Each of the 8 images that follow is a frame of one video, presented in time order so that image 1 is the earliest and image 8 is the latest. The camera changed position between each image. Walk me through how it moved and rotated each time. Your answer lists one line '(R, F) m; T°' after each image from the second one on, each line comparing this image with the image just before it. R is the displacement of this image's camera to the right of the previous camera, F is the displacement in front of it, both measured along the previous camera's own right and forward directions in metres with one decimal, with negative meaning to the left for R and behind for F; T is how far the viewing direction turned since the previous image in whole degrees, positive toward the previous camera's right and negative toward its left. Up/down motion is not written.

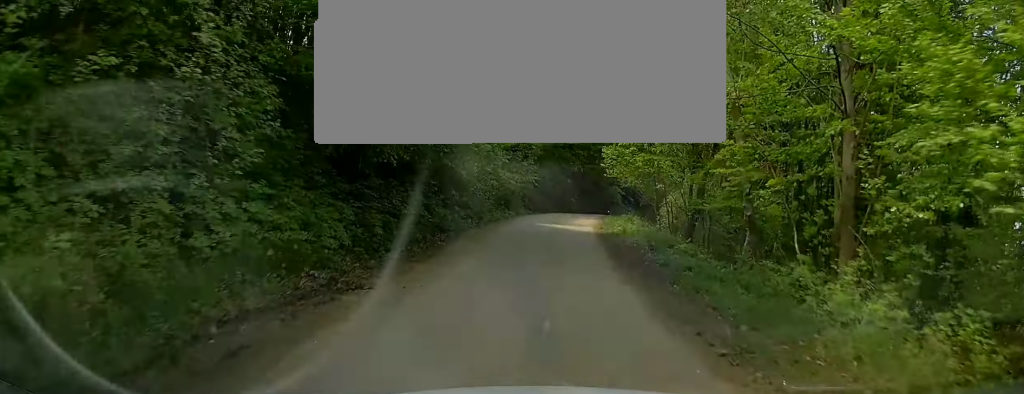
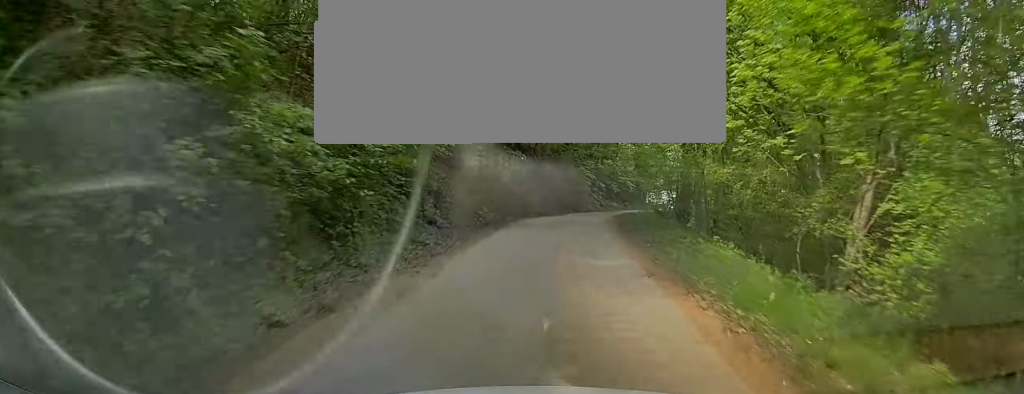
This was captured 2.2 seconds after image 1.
(+1.2, +21.8) m; +8°
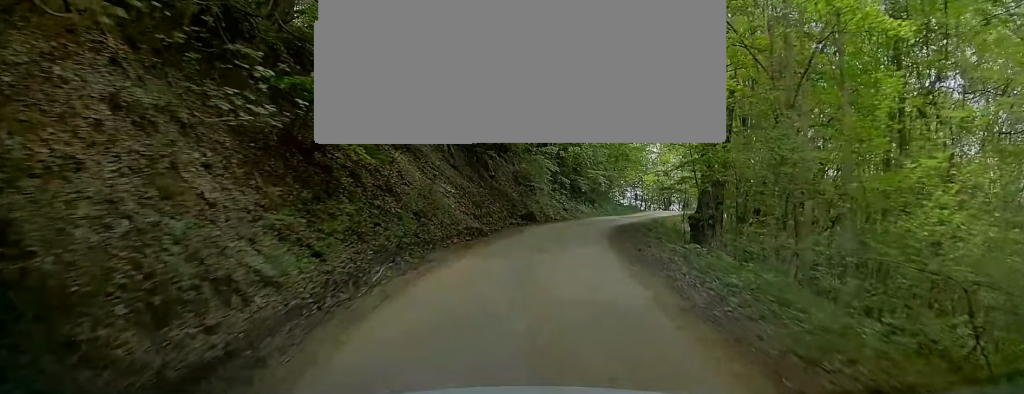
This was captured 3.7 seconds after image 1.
(+0.6, +14.5) m; +2°
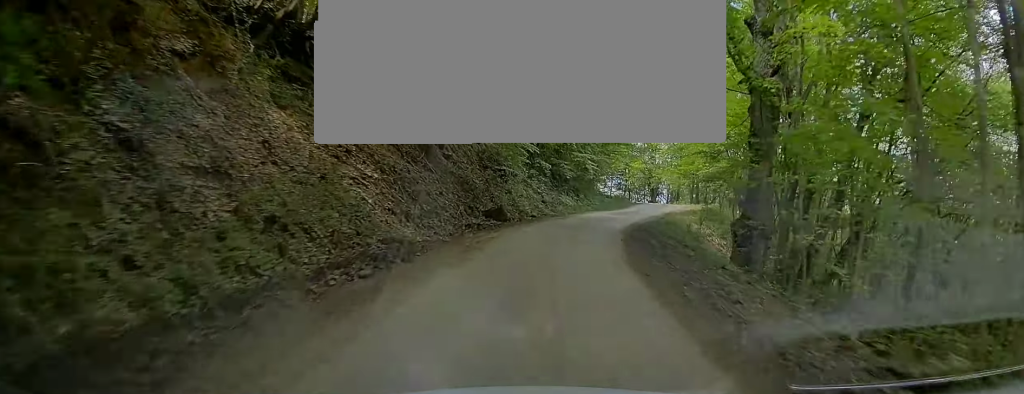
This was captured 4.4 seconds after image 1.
(0.0, +7.9) m; +1°
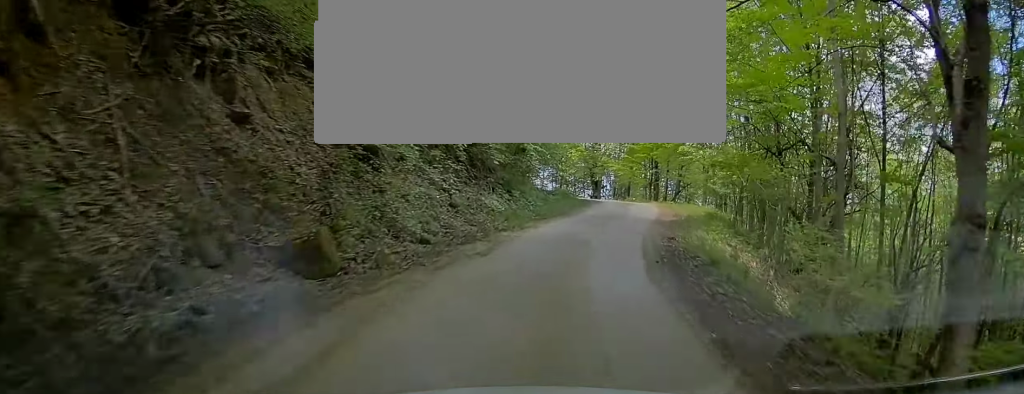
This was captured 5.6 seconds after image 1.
(+0.5, +12.0) m; +8°
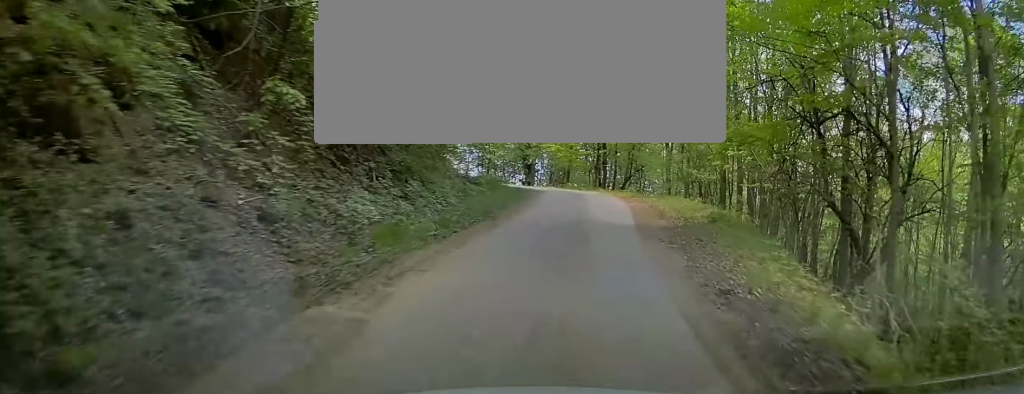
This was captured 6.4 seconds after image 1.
(+0.5, +7.9) m; +7°
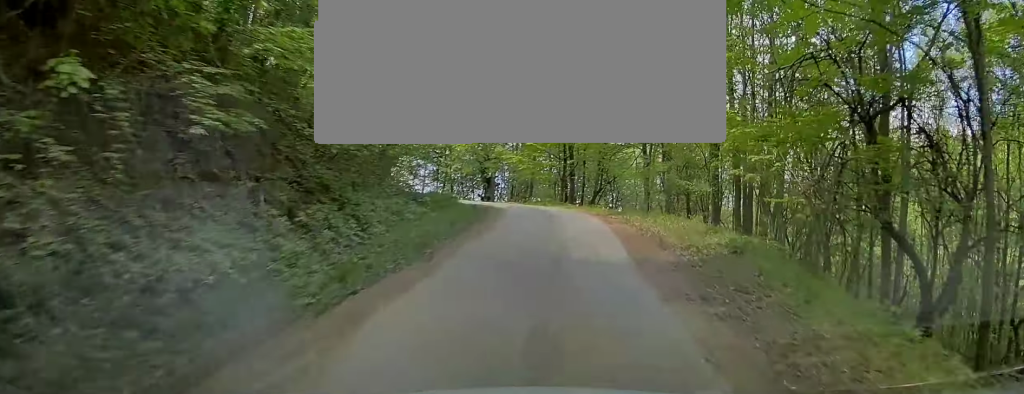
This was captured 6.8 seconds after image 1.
(+0.3, +4.2) m; +4°
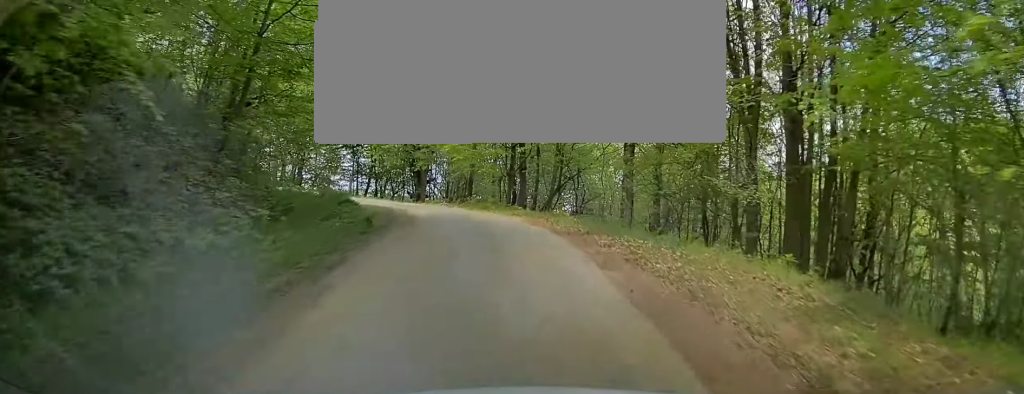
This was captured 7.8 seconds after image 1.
(+0.5, +8.7) m; +6°
